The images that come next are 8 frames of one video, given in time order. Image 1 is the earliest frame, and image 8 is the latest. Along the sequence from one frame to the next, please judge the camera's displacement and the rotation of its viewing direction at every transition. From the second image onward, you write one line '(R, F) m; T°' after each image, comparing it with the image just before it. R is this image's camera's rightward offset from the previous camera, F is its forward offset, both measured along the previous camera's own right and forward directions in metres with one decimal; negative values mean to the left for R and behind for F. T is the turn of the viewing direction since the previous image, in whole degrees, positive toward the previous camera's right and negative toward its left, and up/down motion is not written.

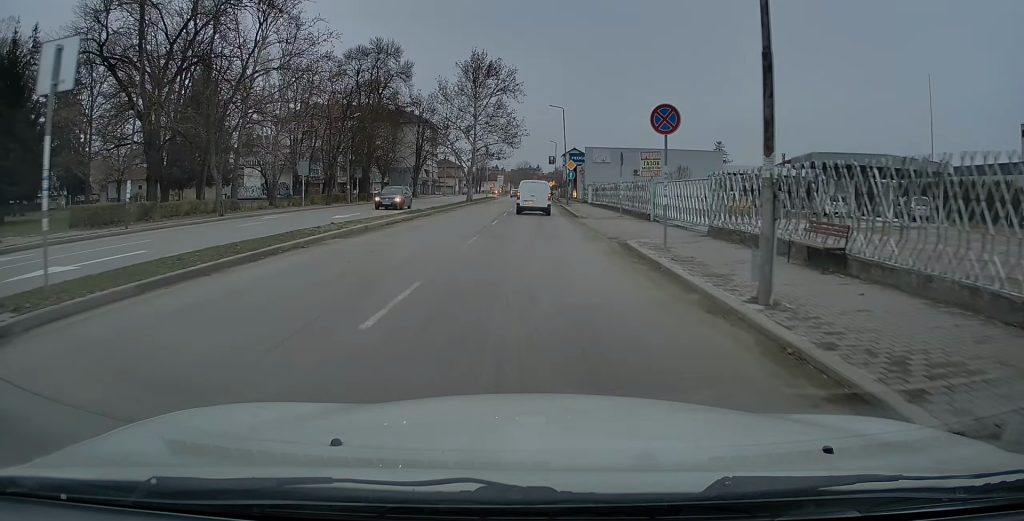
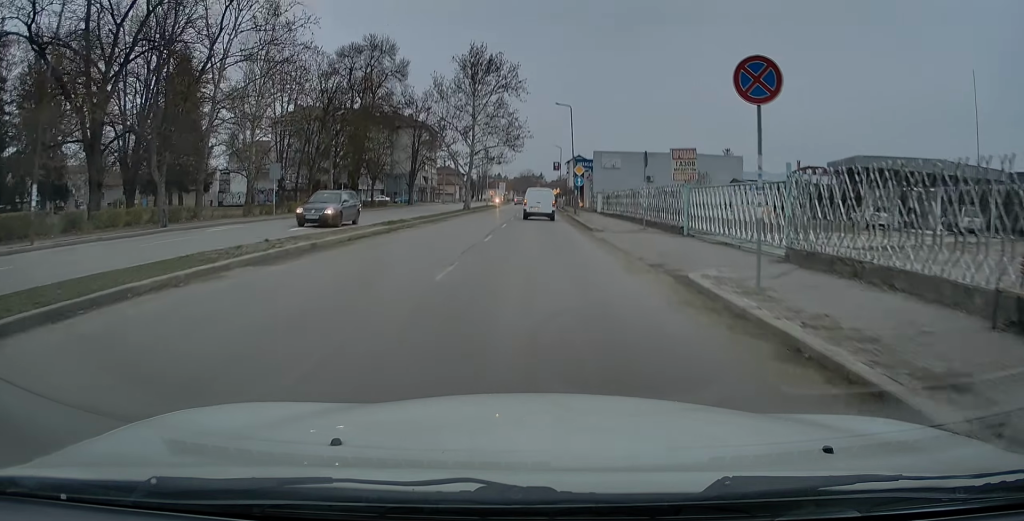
(0.0, +5.7) m; 0°
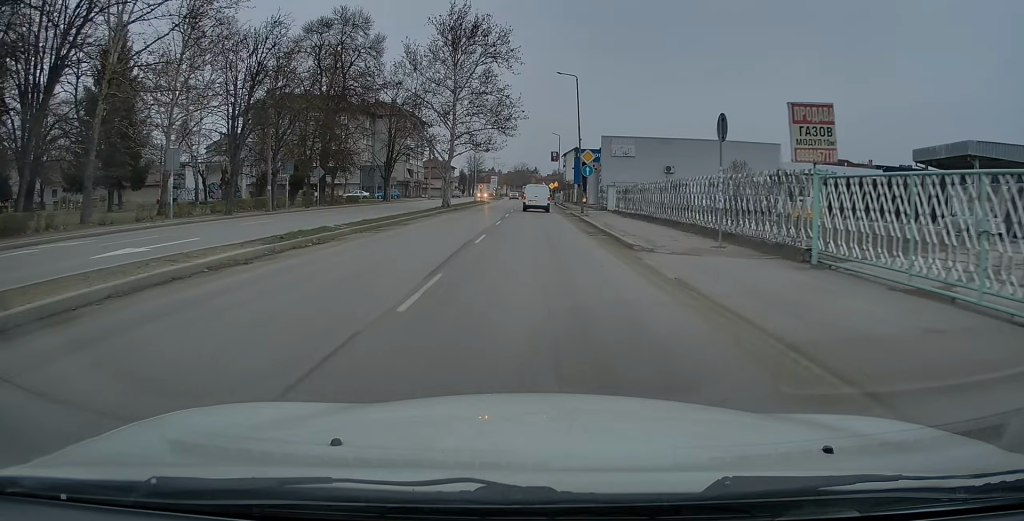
(-0.1, +11.4) m; 0°
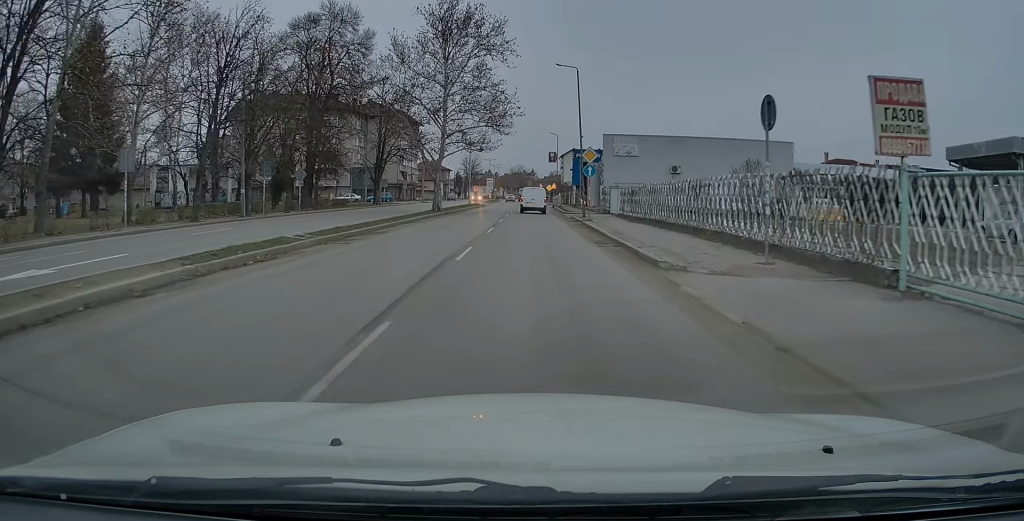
(-0.1, +3.3) m; +1°
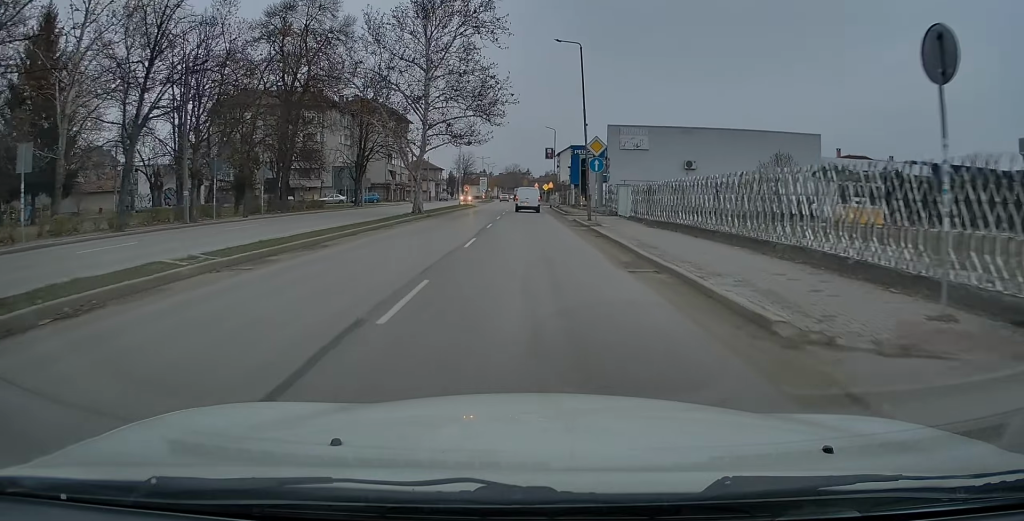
(+0.2, +5.9) m; +1°
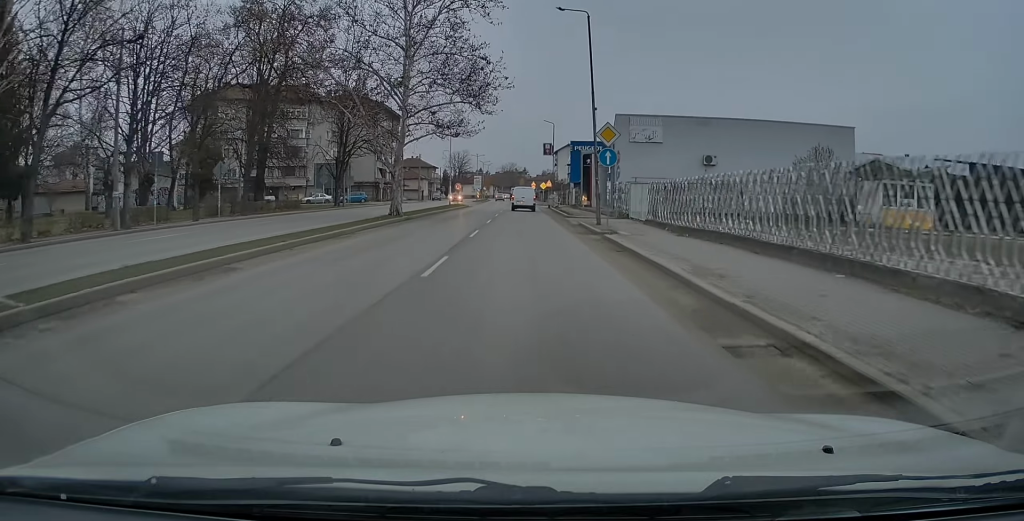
(+0.1, +5.4) m; 0°
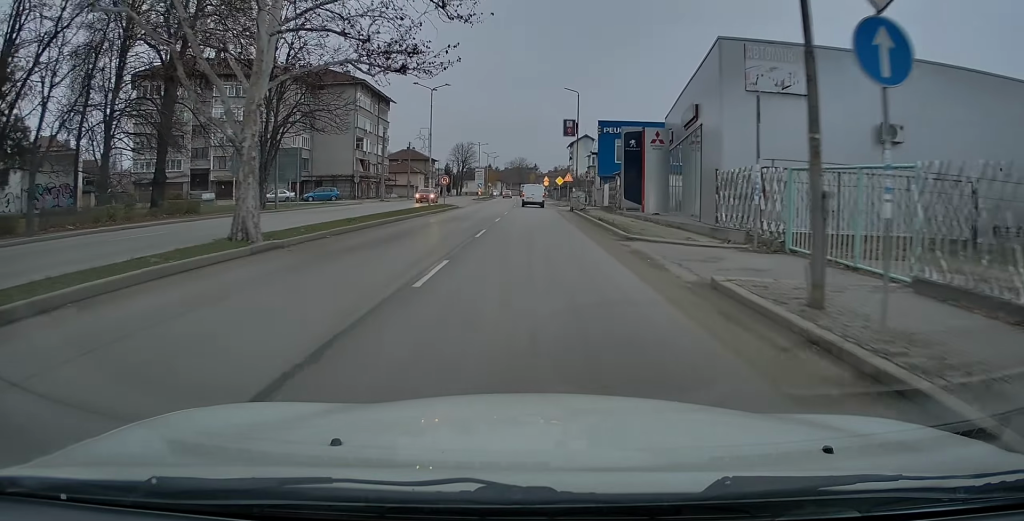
(-0.4, +18.9) m; -1°
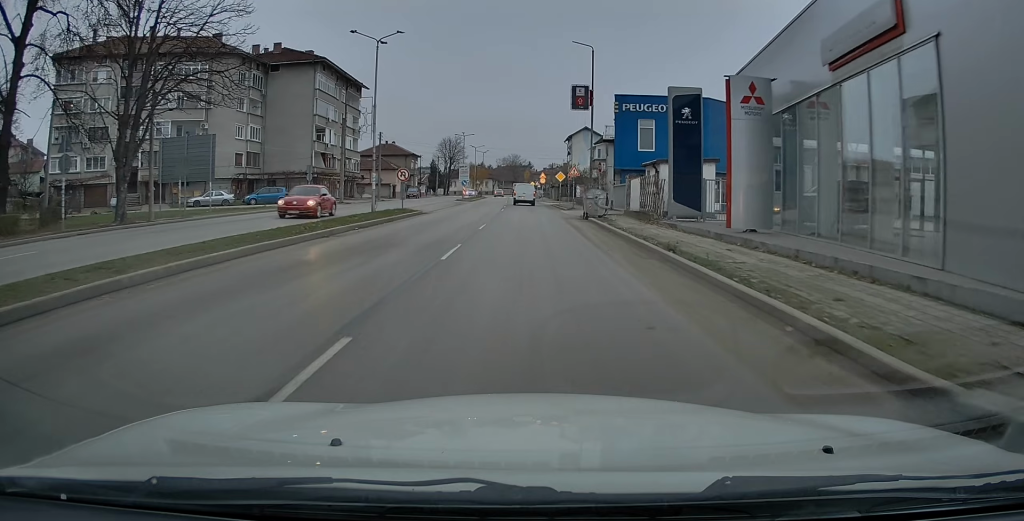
(+0.1, +14.9) m; +3°
